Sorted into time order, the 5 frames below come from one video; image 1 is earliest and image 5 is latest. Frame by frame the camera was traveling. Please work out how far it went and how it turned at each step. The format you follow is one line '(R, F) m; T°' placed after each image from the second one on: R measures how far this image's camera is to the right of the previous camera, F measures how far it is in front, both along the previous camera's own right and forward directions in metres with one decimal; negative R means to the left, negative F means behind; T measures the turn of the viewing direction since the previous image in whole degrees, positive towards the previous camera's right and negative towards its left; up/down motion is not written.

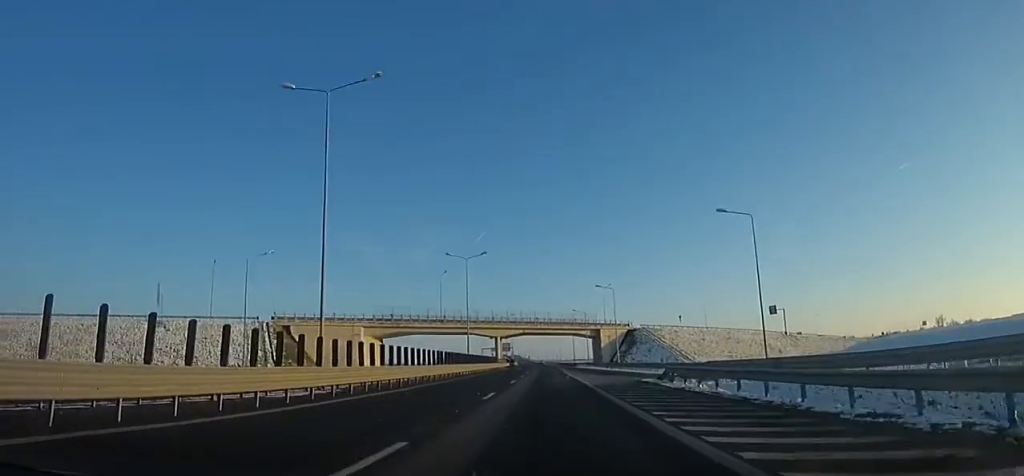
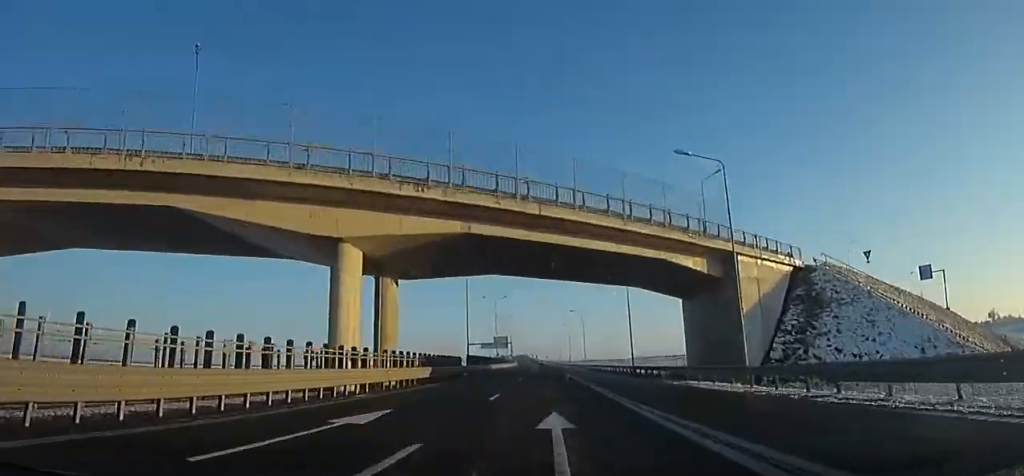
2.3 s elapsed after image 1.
(-1.3, +70.3) m; -2°
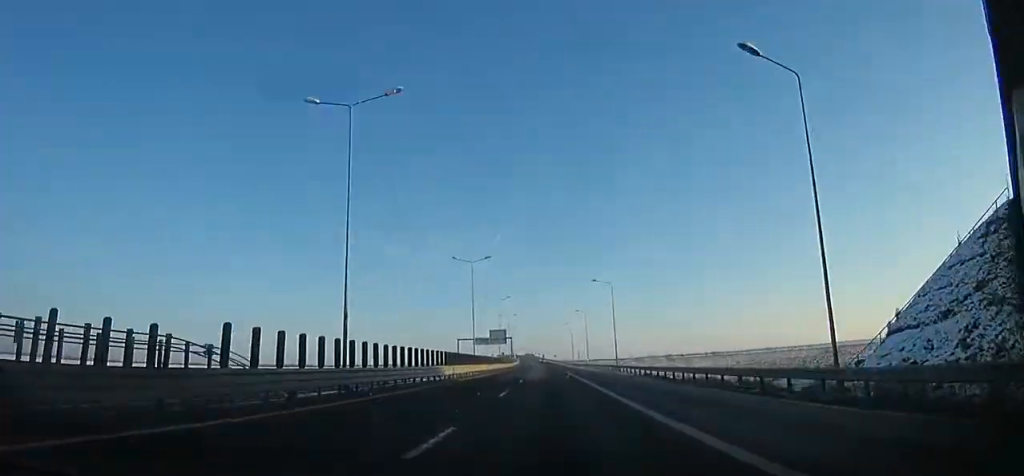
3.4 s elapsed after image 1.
(-0.2, +32.9) m; -1°
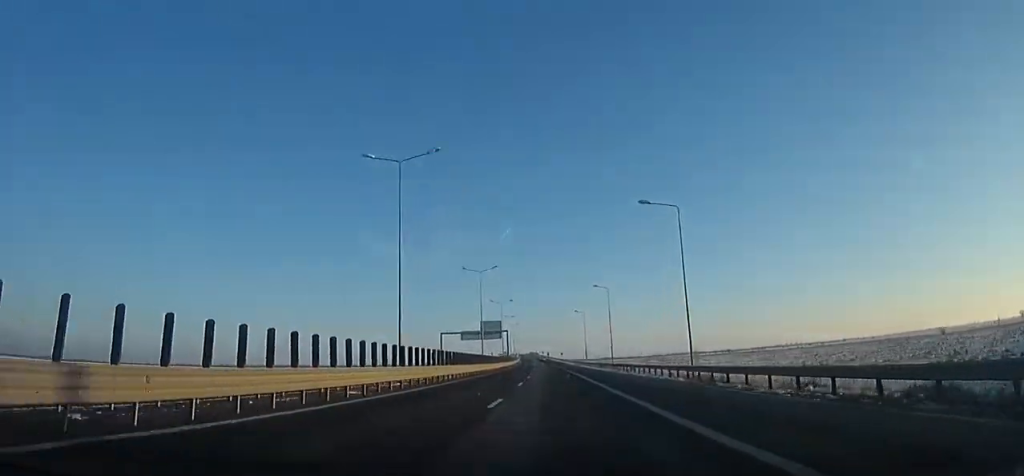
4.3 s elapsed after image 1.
(-0.1, +28.0) m; 0°
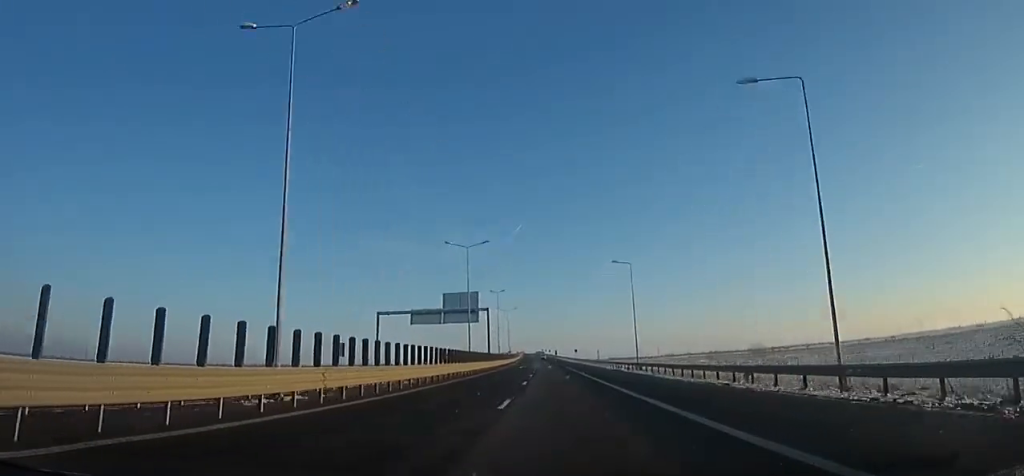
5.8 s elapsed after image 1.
(-0.6, +47.2) m; 0°
